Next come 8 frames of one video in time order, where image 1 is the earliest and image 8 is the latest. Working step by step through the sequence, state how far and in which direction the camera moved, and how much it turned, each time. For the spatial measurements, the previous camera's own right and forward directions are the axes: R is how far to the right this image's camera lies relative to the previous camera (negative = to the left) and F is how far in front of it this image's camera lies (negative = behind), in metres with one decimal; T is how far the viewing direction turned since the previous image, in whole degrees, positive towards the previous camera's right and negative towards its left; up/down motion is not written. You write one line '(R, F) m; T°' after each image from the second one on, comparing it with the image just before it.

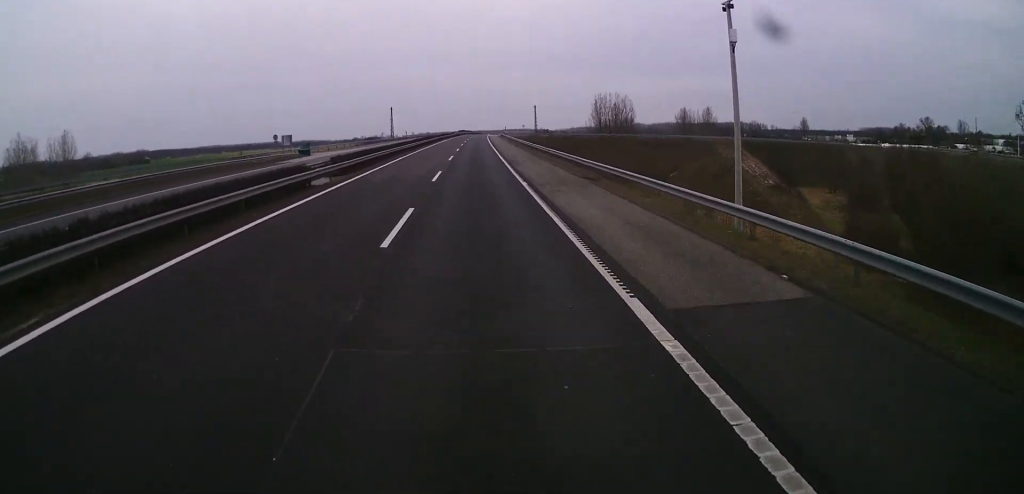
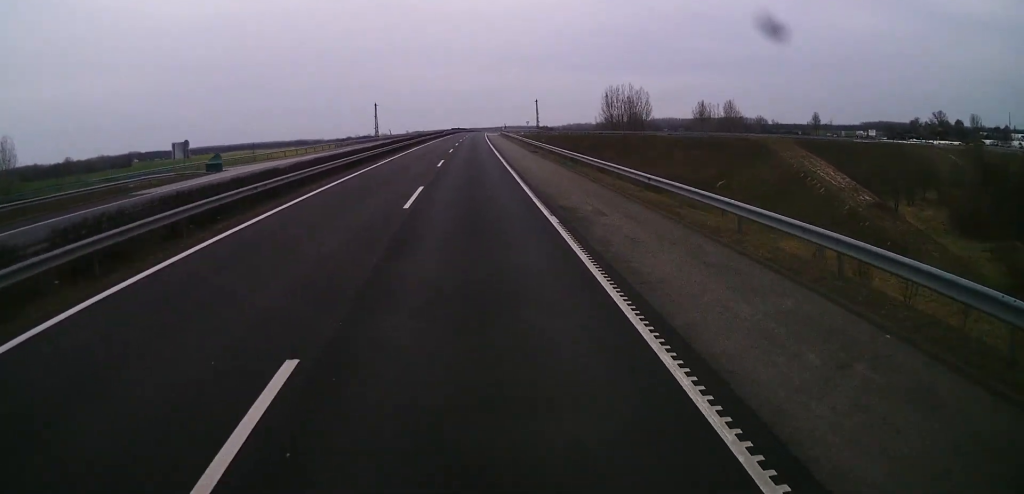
(+0.1, +30.2) m; 0°
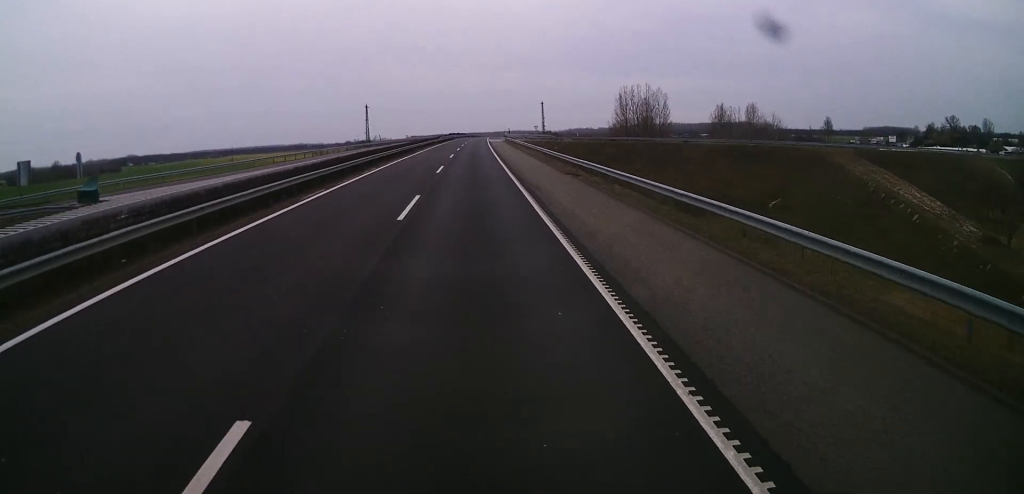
(0.0, +17.8) m; 0°
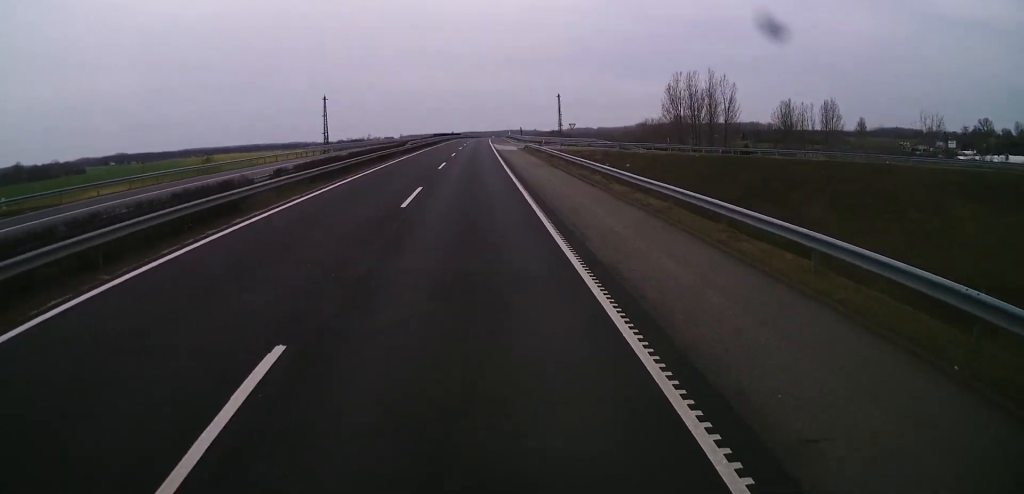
(+0.8, +49.2) m; +1°
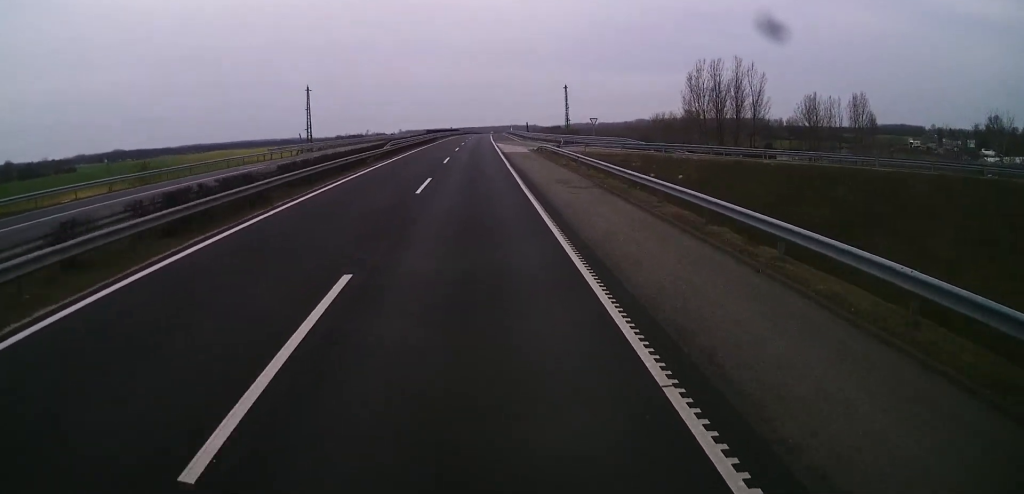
(0.0, +14.3) m; 0°
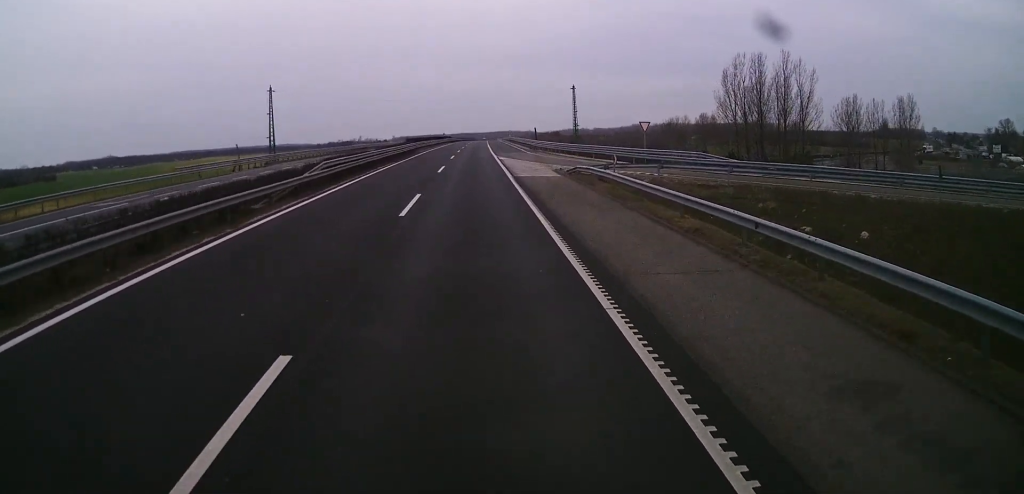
(0.0, +21.2) m; 0°
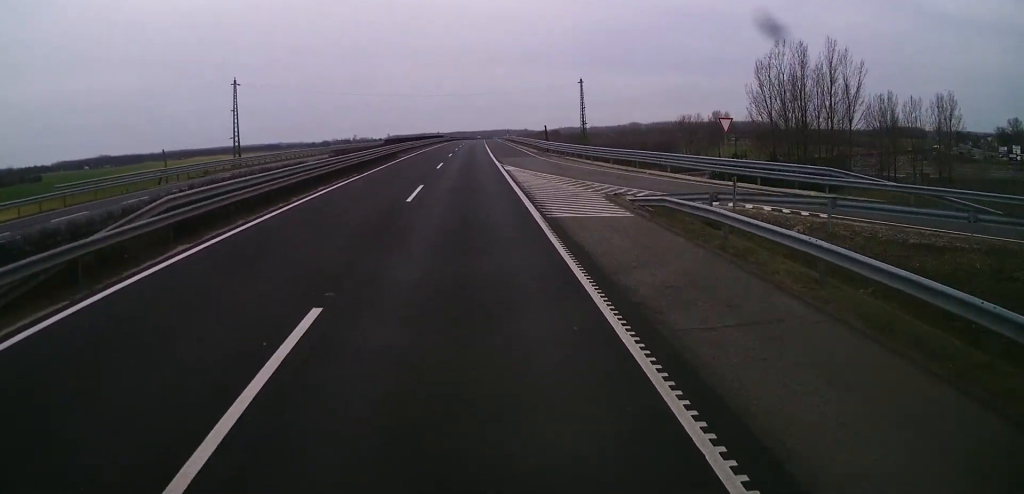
(-0.1, +15.2) m; 0°
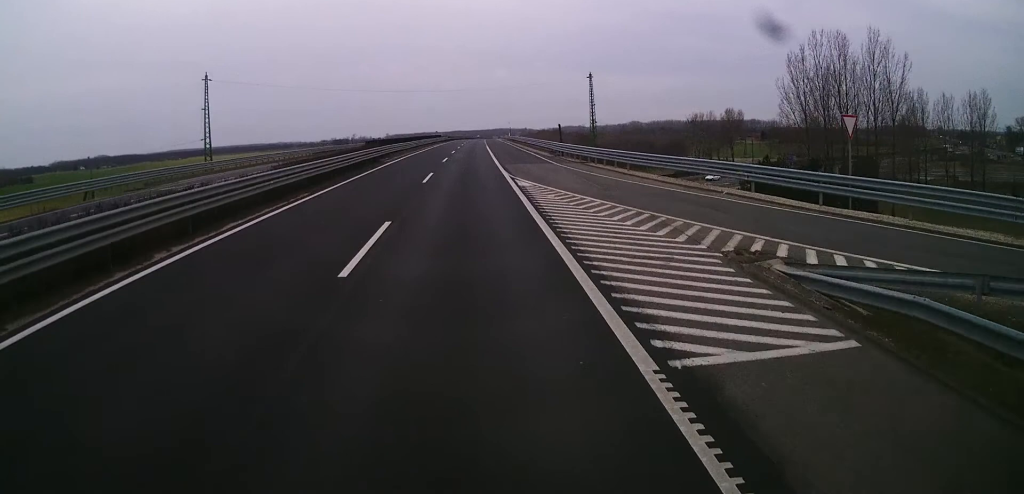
(-0.2, +10.7) m; 0°
